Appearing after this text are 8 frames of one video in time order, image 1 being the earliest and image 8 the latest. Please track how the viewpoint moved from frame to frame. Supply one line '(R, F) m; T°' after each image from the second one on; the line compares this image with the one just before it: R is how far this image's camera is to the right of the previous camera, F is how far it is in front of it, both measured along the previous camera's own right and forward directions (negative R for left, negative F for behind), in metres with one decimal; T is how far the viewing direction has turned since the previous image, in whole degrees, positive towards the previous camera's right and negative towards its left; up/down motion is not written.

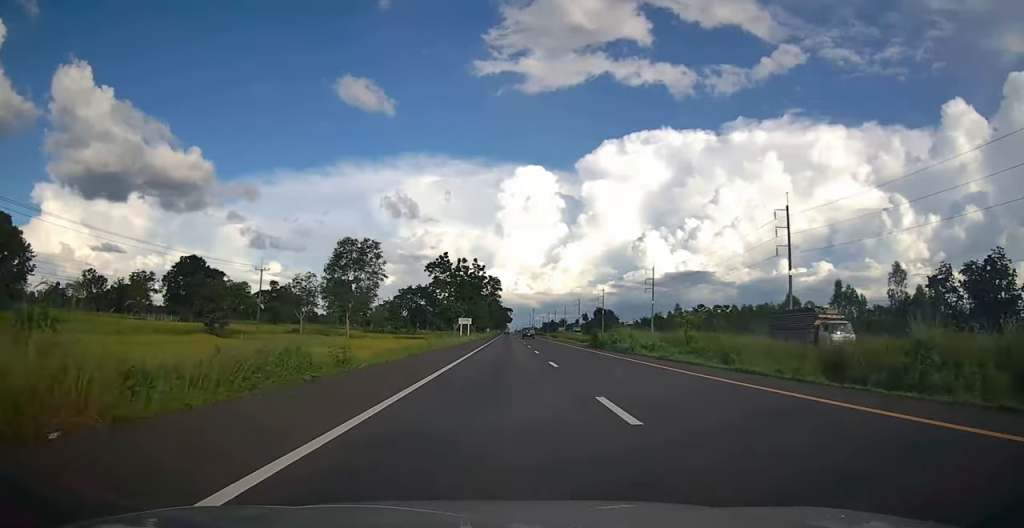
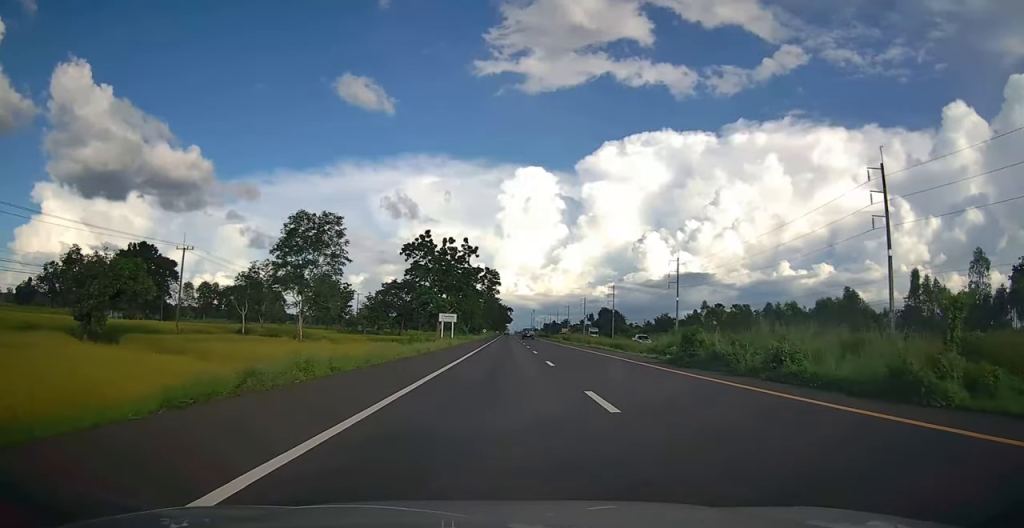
(+0.1, +22.6) m; 0°
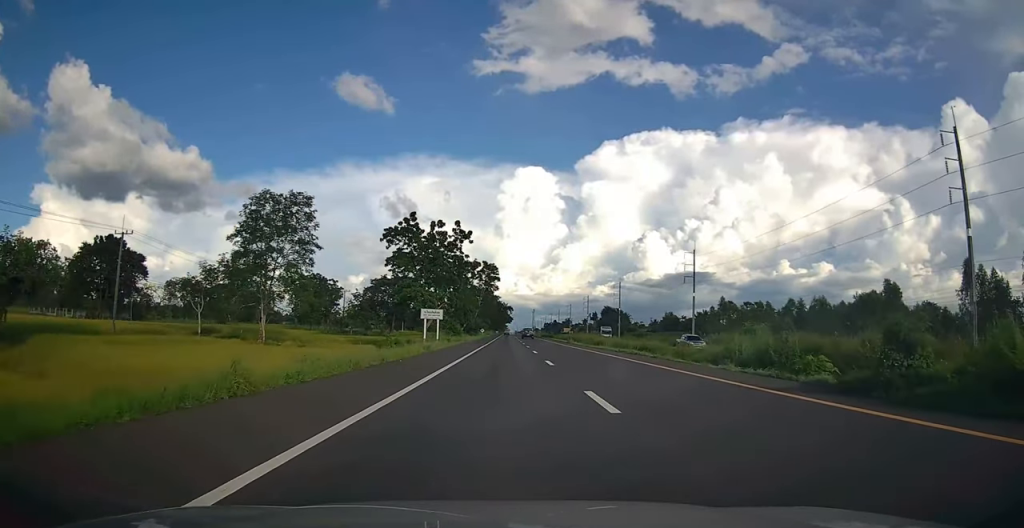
(0.0, +12.0) m; 0°
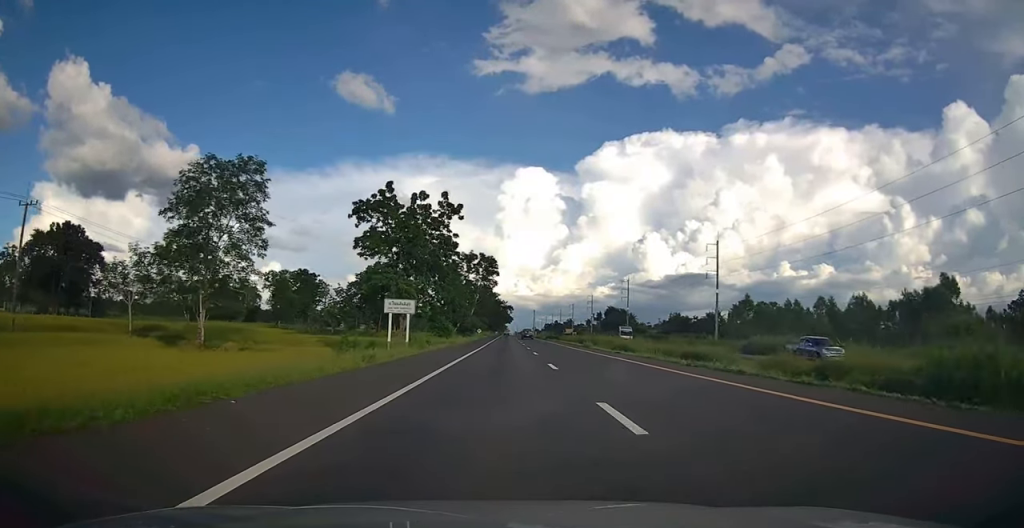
(0.0, +13.7) m; 0°
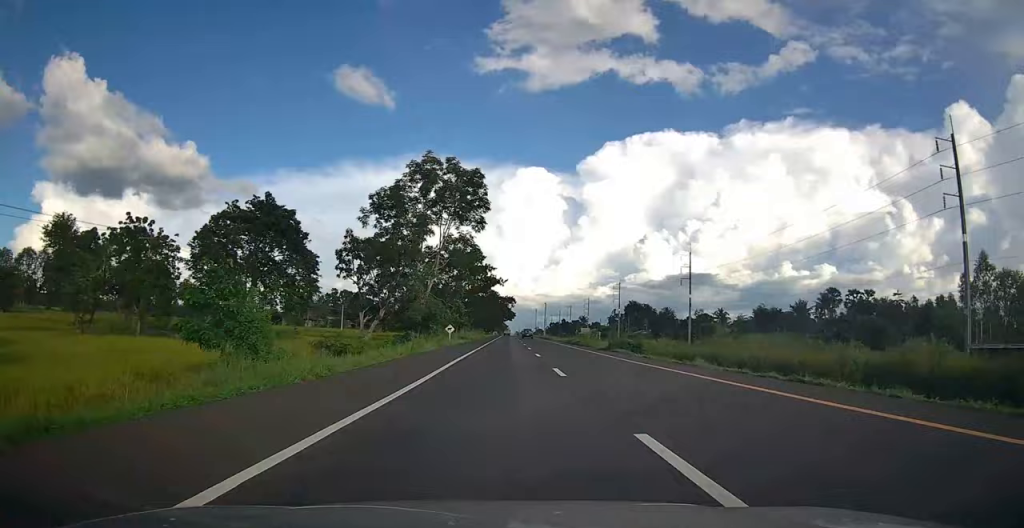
(+0.1, +62.6) m; 0°
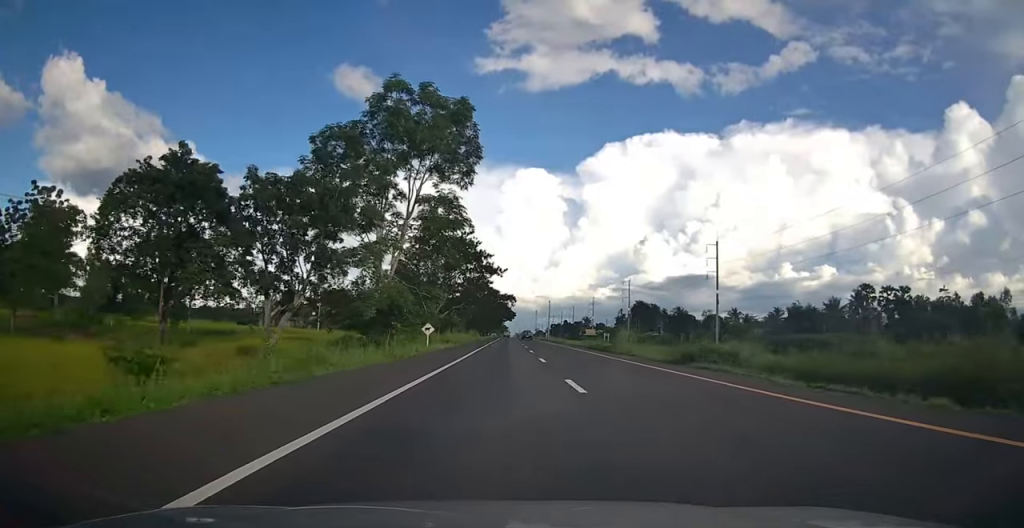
(0.0, +16.9) m; 0°
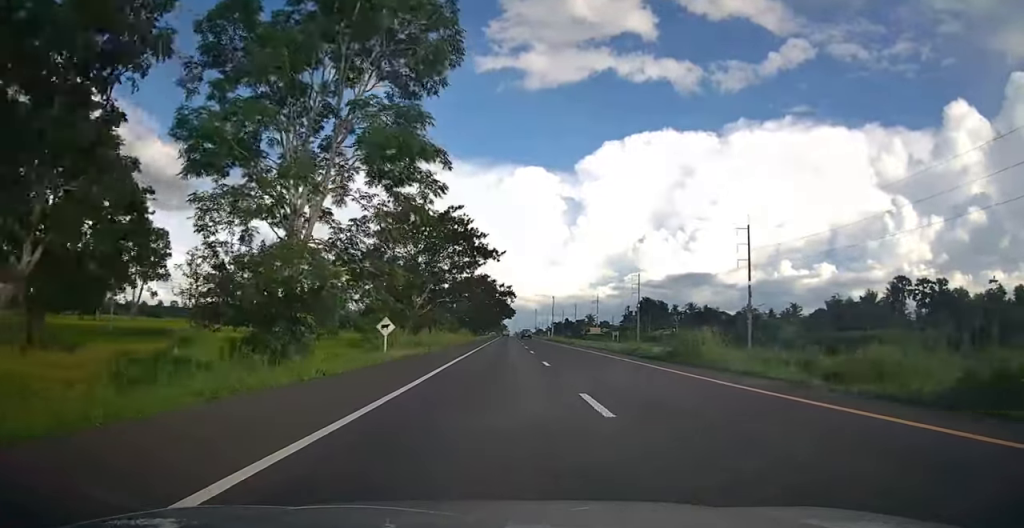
(0.0, +15.2) m; 0°
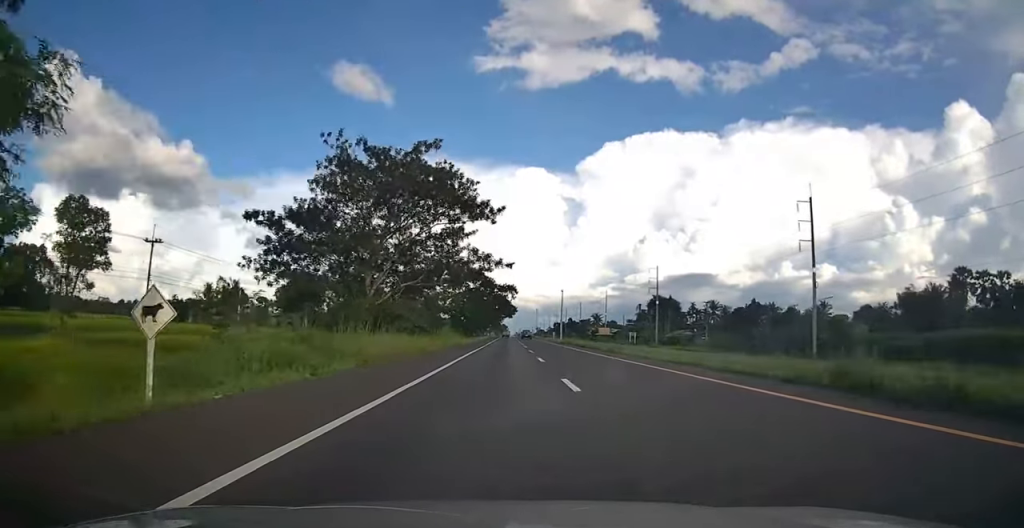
(0.0, +20.3) m; 0°
